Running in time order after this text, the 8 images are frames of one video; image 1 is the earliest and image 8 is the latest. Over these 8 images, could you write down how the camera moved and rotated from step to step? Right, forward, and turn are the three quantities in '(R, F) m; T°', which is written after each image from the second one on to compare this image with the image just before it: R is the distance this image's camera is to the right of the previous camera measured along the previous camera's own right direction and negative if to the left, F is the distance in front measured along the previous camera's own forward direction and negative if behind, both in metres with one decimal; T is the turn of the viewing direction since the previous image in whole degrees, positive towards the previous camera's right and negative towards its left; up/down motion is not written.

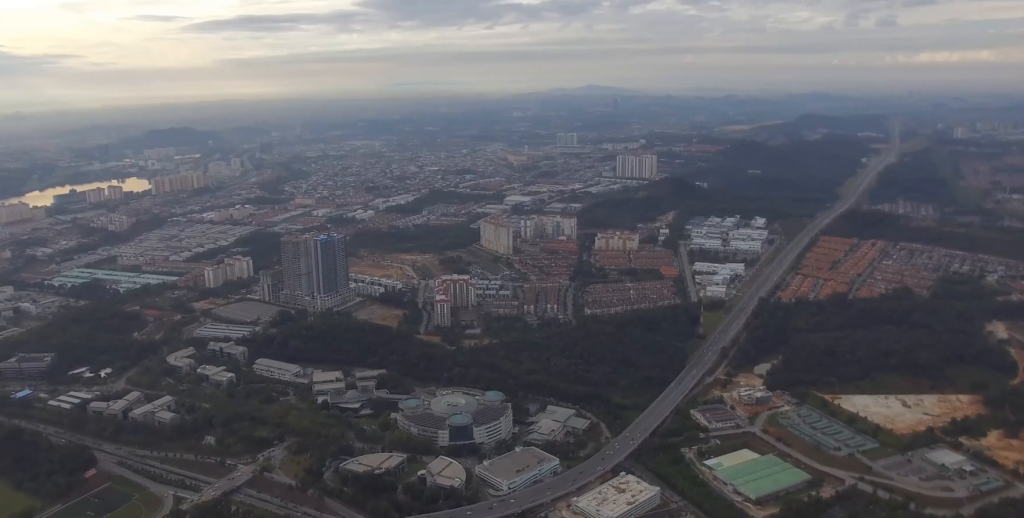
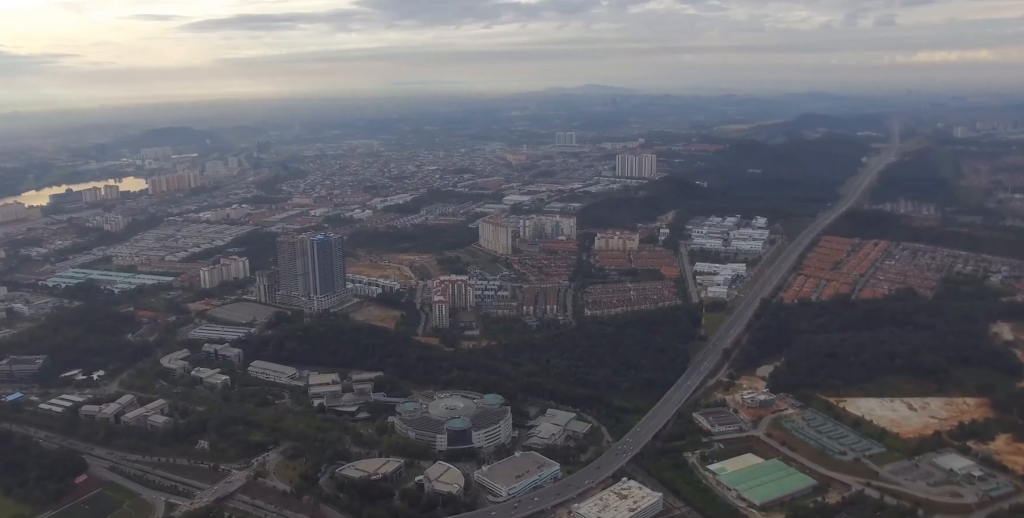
(0.0, +18.0) m; 0°
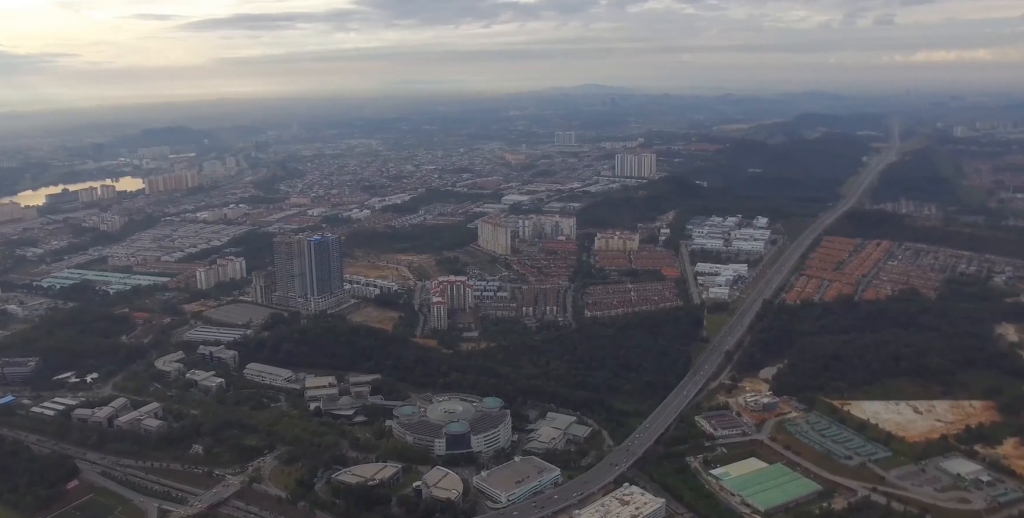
(0.0, +16.1) m; 0°
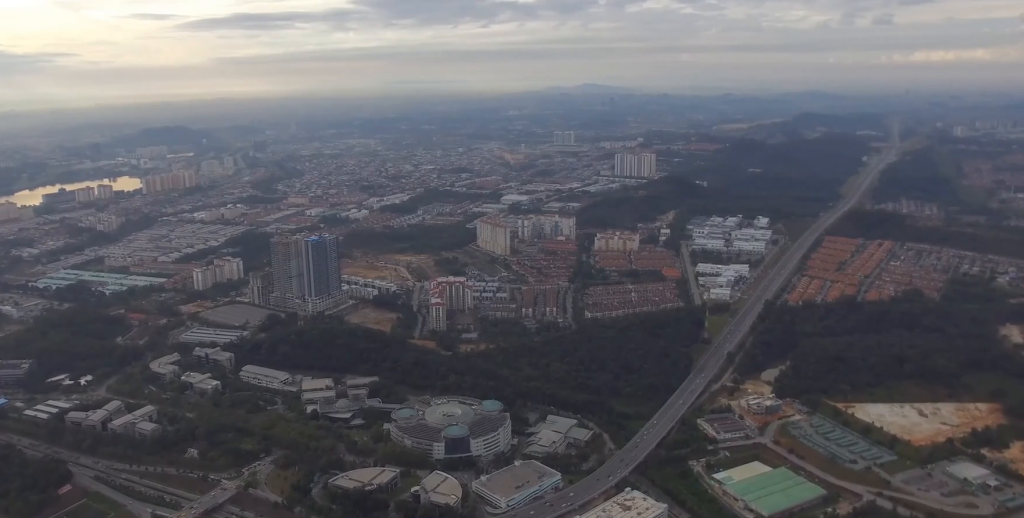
(0.0, +13.3) m; 0°
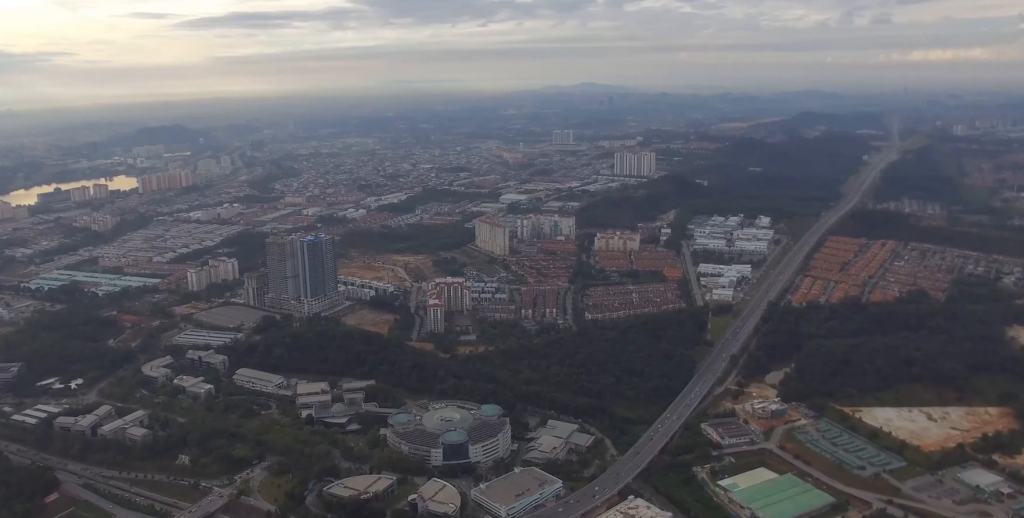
(0.0, +21.9) m; 0°
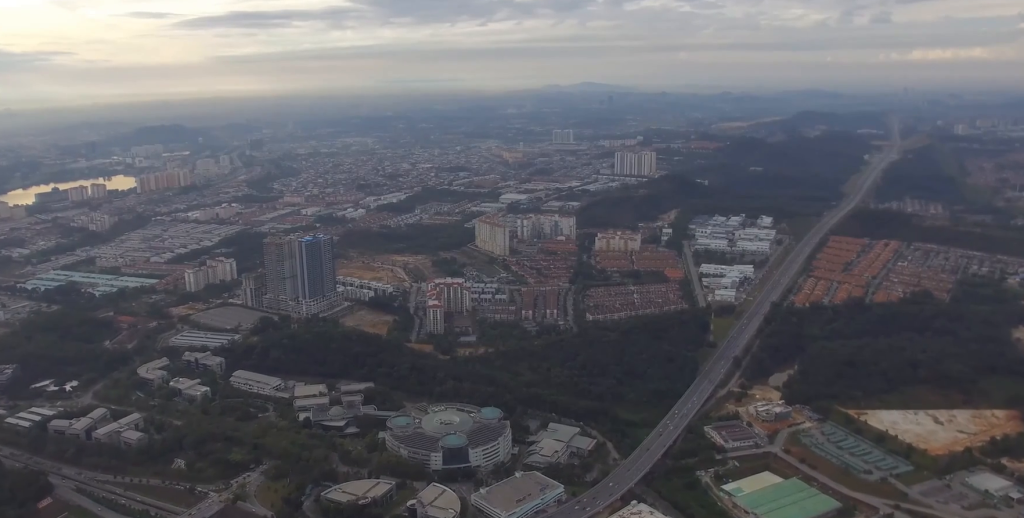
(0.0, +12.1) m; 0°
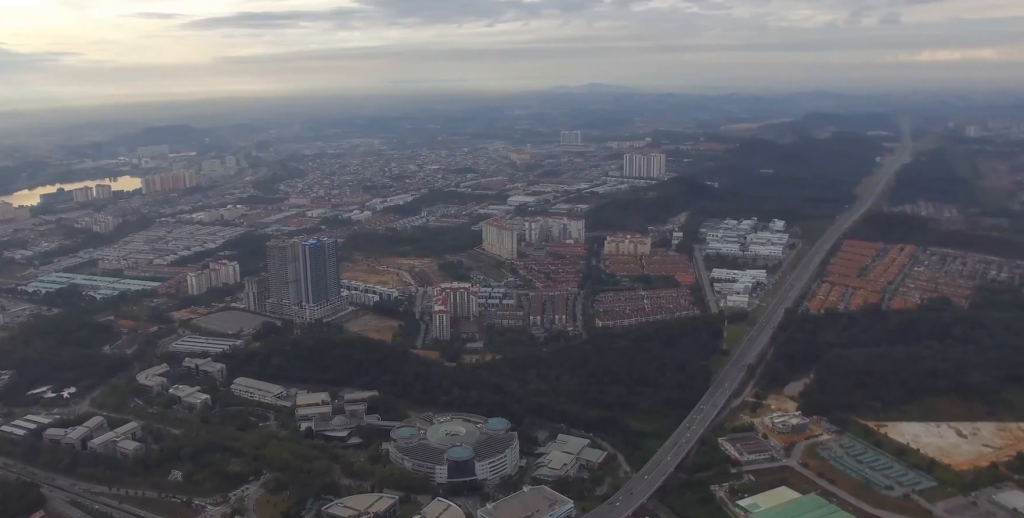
(+0.2, +25.1) m; +1°
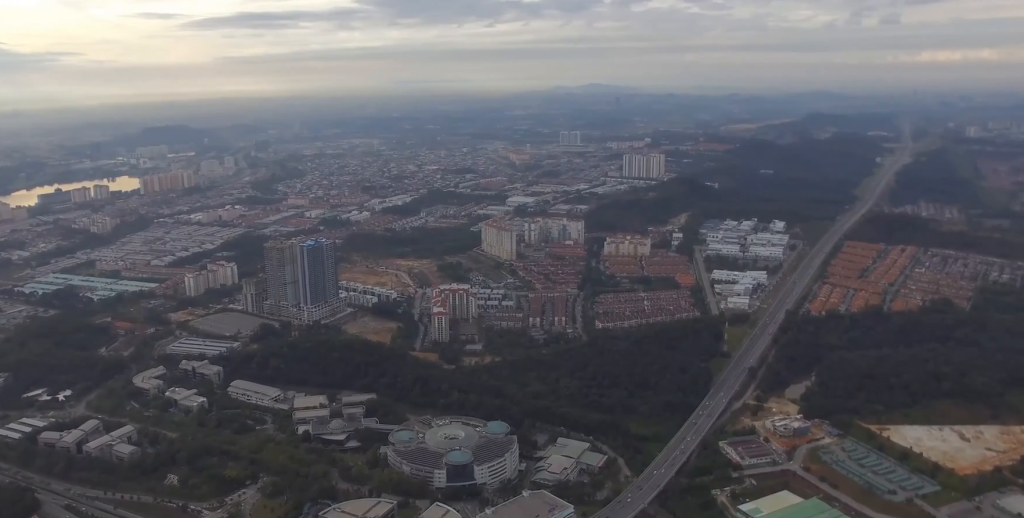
(+0.1, +9.0) m; +1°
